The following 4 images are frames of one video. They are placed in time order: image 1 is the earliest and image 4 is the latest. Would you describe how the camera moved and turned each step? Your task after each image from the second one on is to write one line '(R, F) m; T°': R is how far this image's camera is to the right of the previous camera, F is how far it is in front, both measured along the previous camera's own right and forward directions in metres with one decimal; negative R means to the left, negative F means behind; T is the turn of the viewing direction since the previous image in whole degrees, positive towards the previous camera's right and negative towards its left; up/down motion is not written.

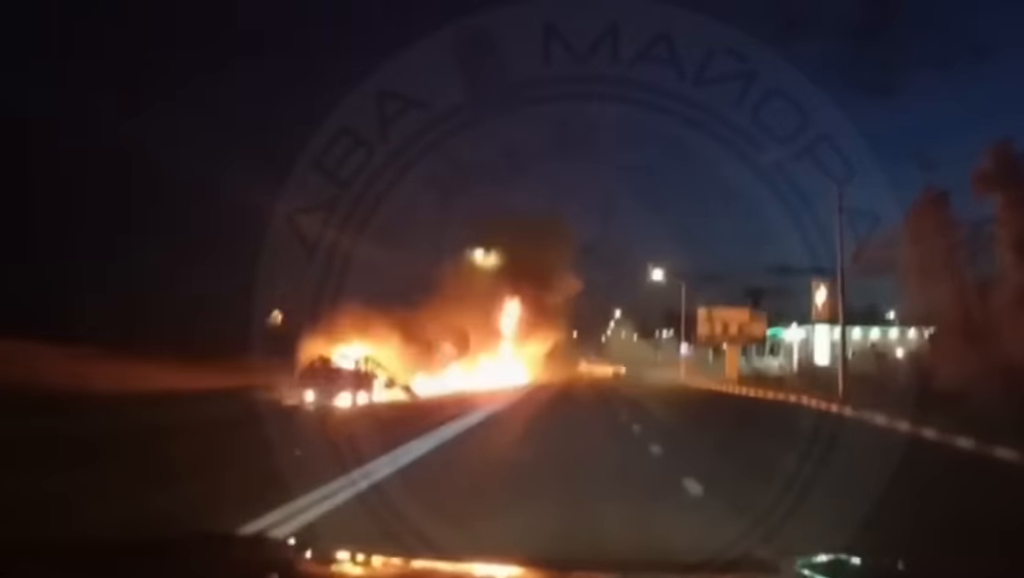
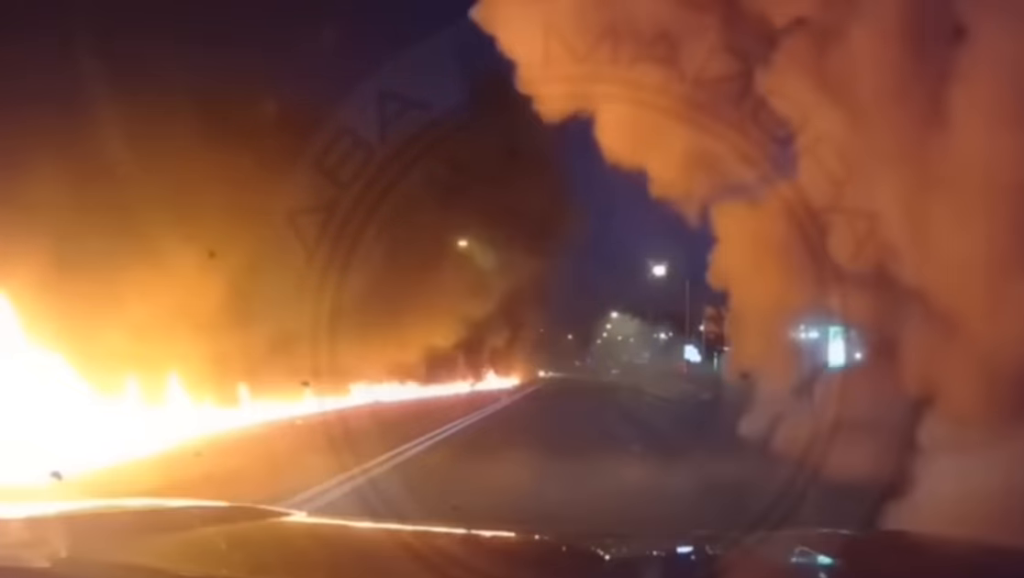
(0.0, +8.9) m; -1°
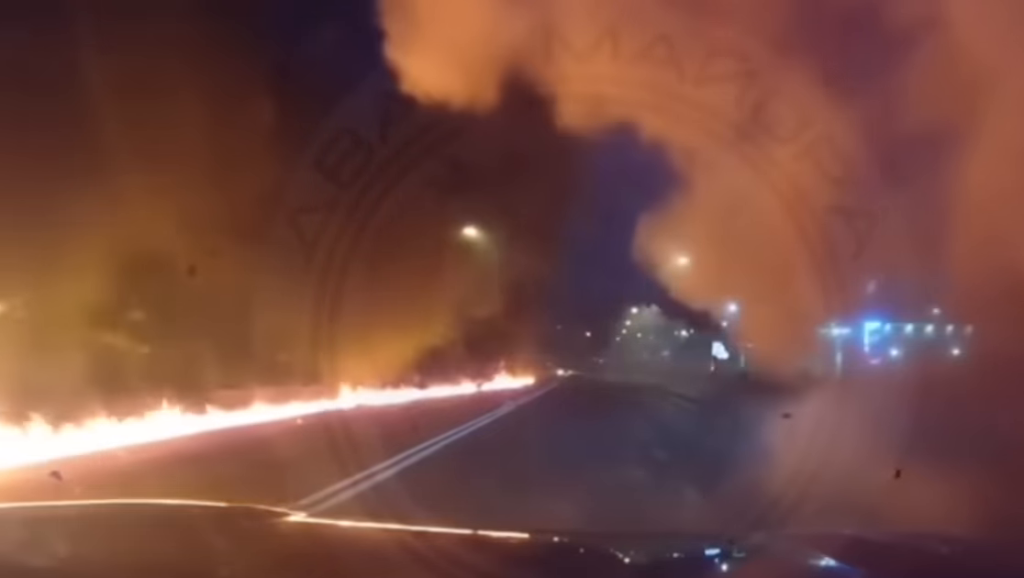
(-0.1, +9.2) m; -1°
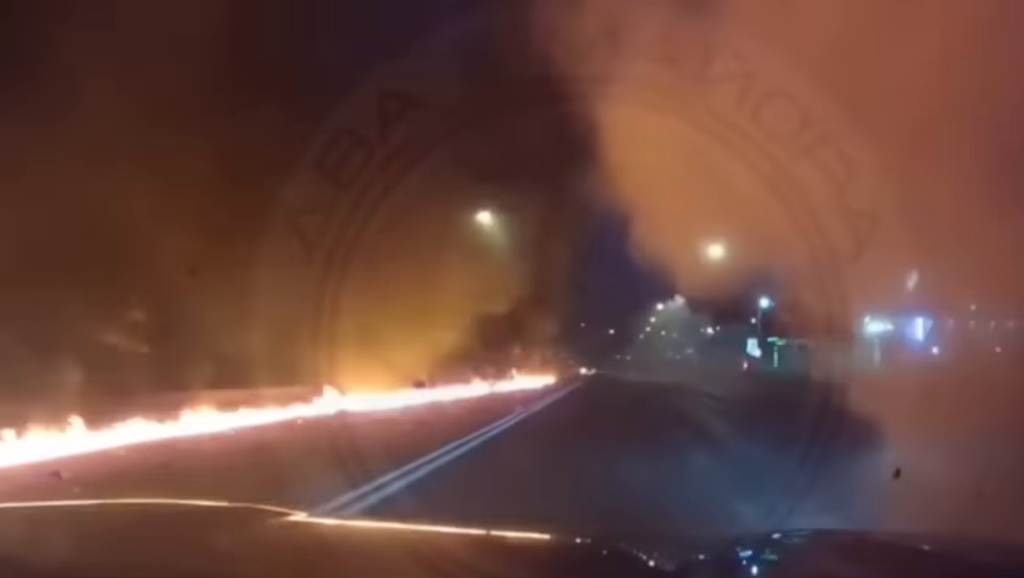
(0.0, +6.7) m; 0°
